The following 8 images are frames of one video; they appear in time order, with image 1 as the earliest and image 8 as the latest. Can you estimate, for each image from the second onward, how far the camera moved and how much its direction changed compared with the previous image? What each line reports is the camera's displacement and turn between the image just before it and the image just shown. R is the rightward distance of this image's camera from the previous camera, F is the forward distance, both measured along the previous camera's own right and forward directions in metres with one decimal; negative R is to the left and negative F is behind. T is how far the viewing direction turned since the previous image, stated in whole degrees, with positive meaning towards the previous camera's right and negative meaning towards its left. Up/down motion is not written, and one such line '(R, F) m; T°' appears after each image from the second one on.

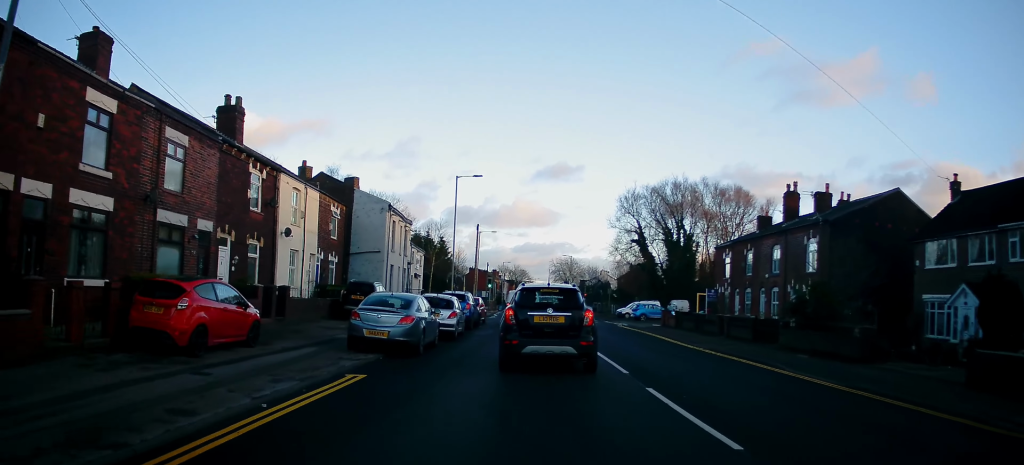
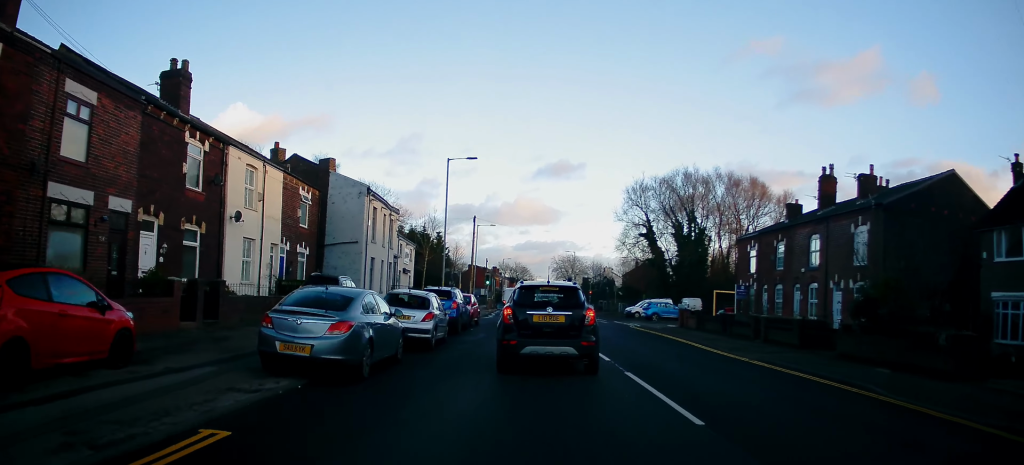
(+0.1, +4.7) m; 0°
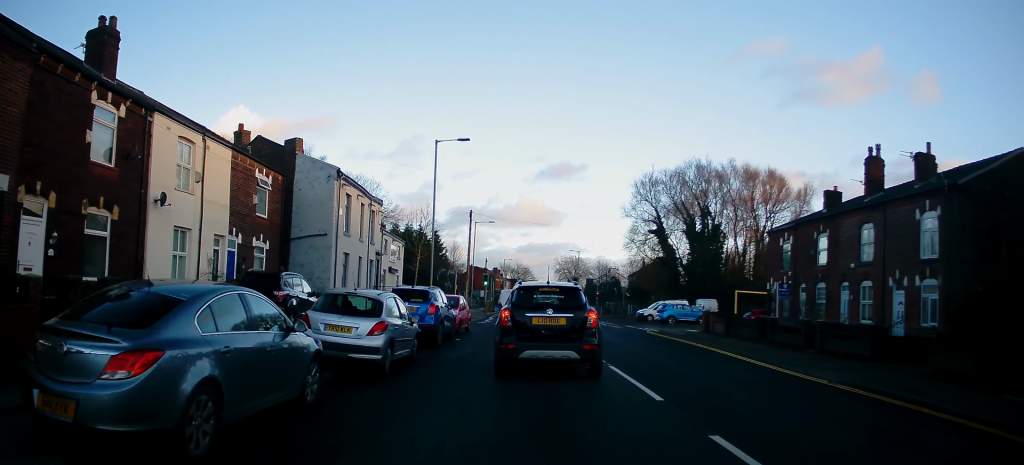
(0.0, +5.2) m; +2°
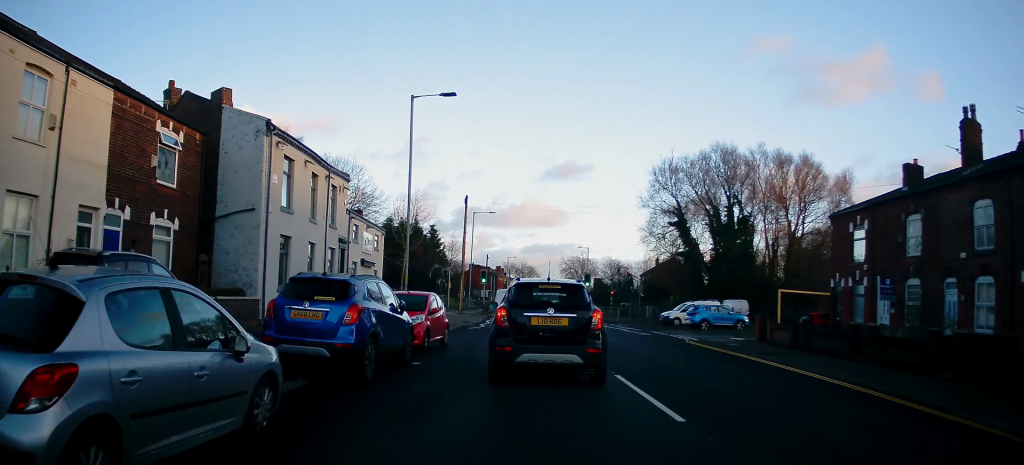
(+0.3, +7.4) m; 0°
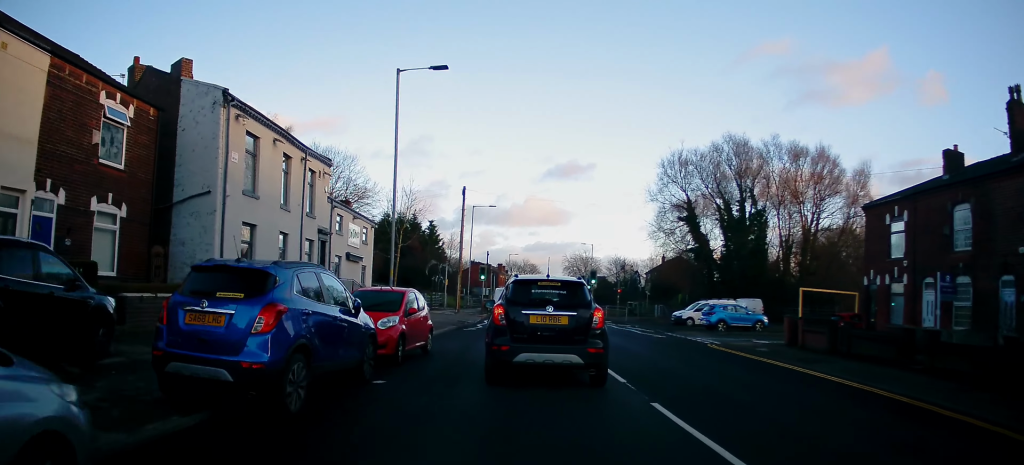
(+0.2, +3.1) m; -2°
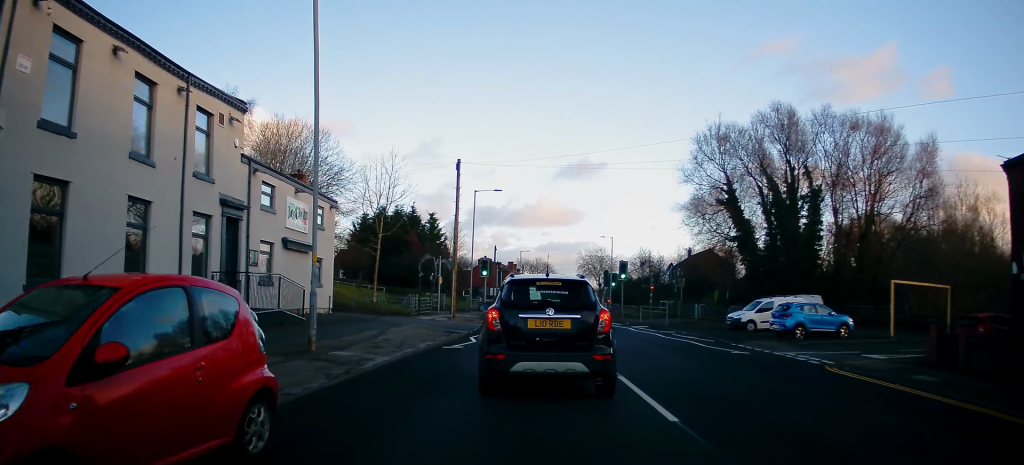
(-0.9, +8.9) m; -3°
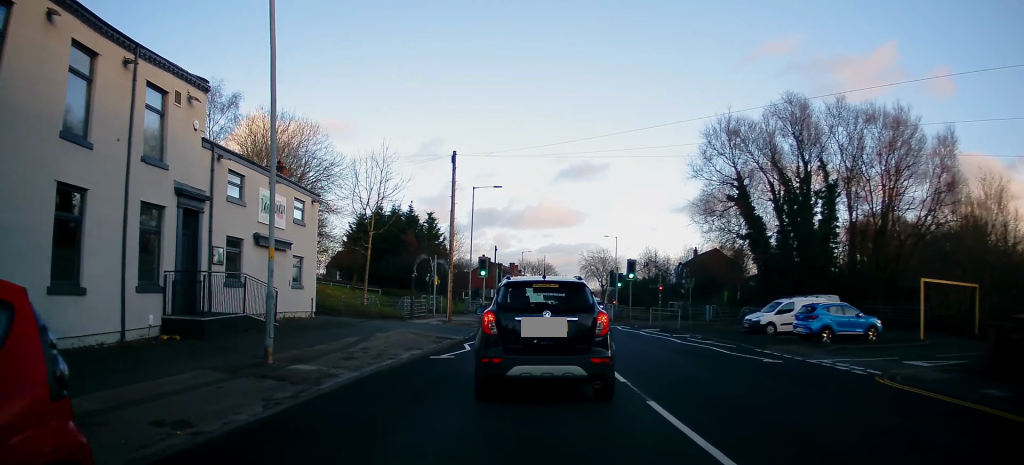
(+0.1, +2.5) m; +1°
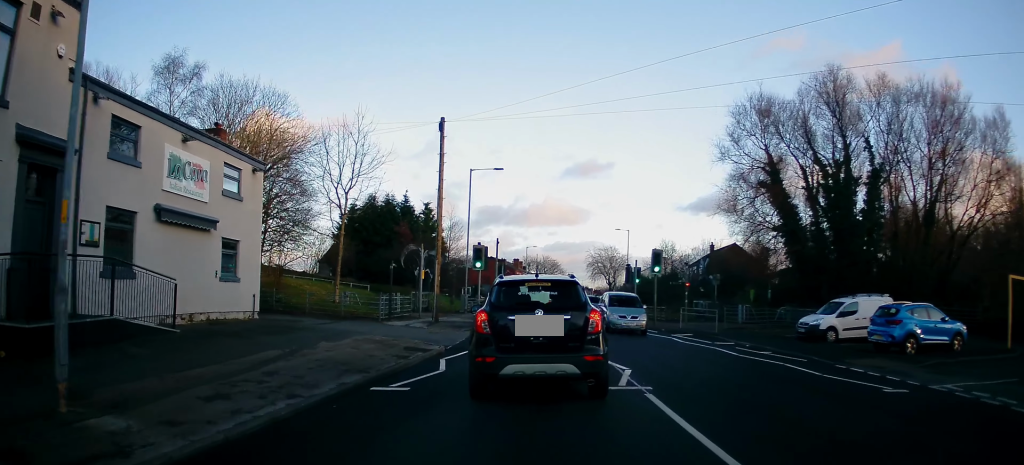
(-0.2, +5.4) m; -3°
